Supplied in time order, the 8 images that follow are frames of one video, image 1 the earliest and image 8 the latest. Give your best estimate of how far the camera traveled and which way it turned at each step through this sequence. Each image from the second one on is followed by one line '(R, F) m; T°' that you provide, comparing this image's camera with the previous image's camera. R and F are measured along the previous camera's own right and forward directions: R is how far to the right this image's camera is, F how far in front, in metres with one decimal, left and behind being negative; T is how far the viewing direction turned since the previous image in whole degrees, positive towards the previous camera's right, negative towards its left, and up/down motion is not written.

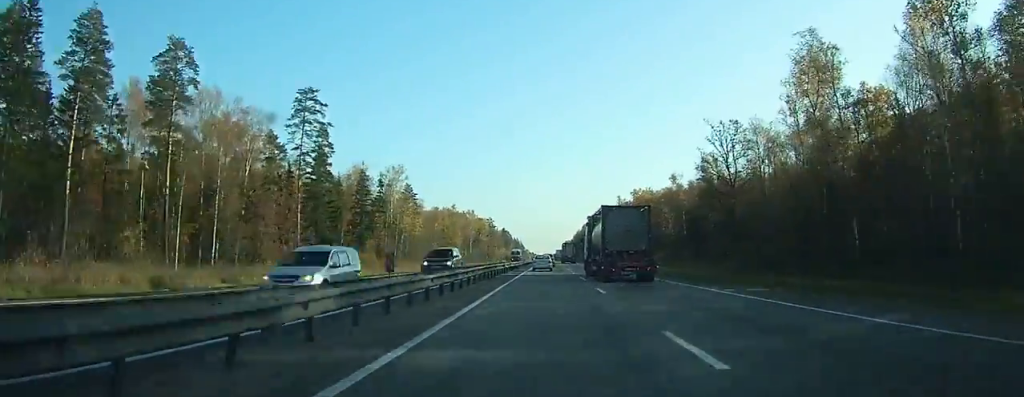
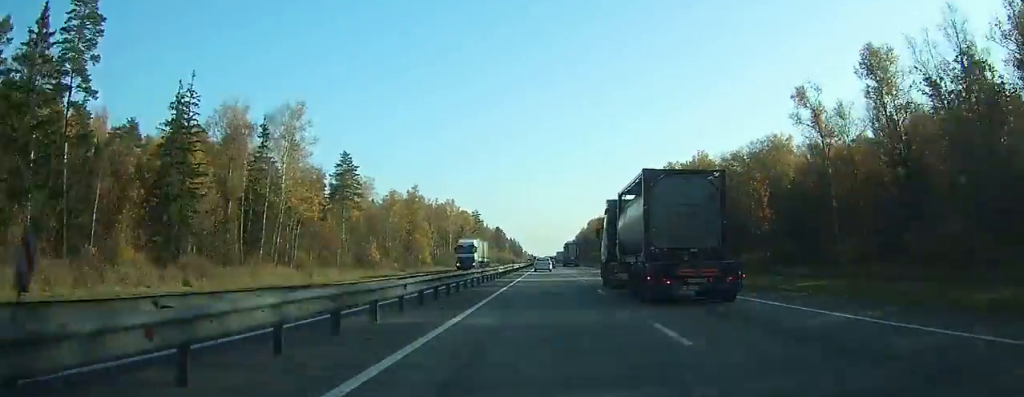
(-0.2, +64.8) m; 0°
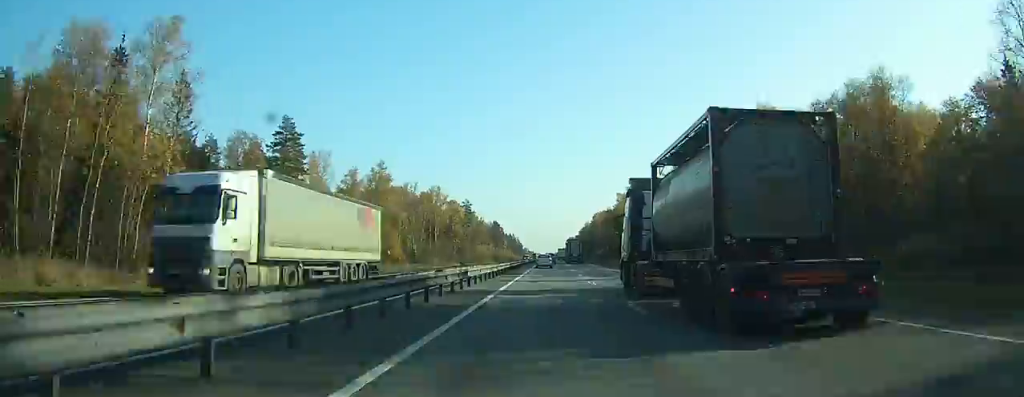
(-0.1, +33.8) m; 0°
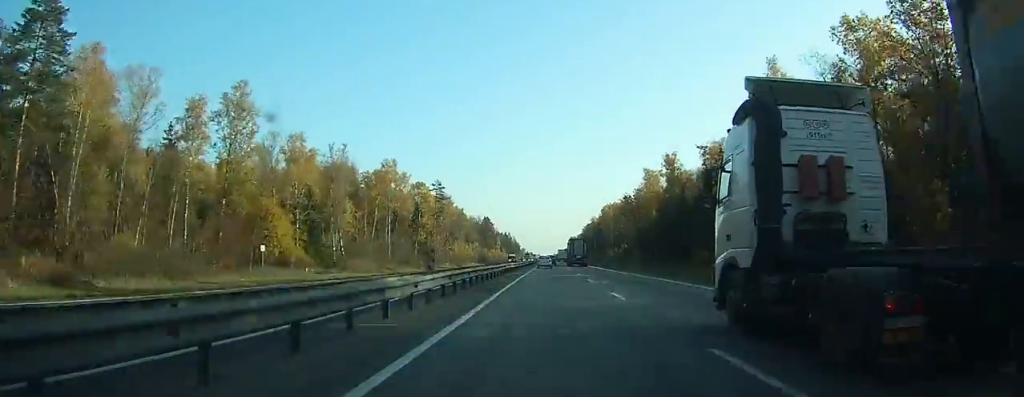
(-0.2, +60.9) m; 0°
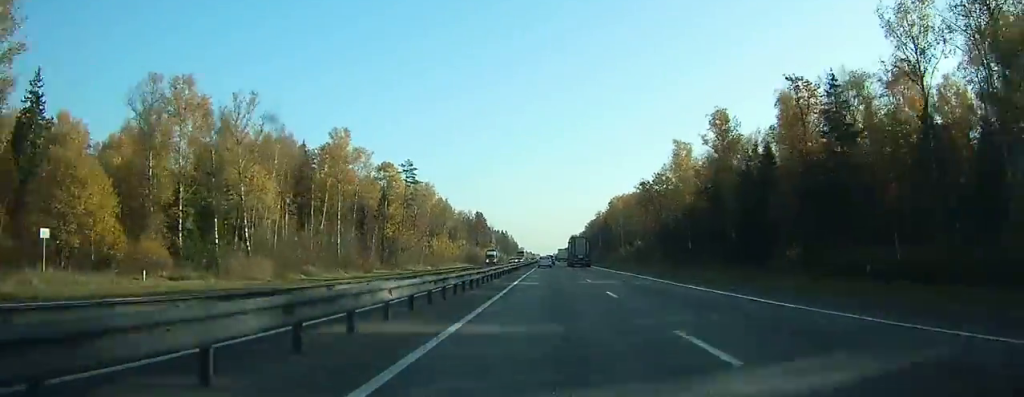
(0.0, +36.3) m; 0°
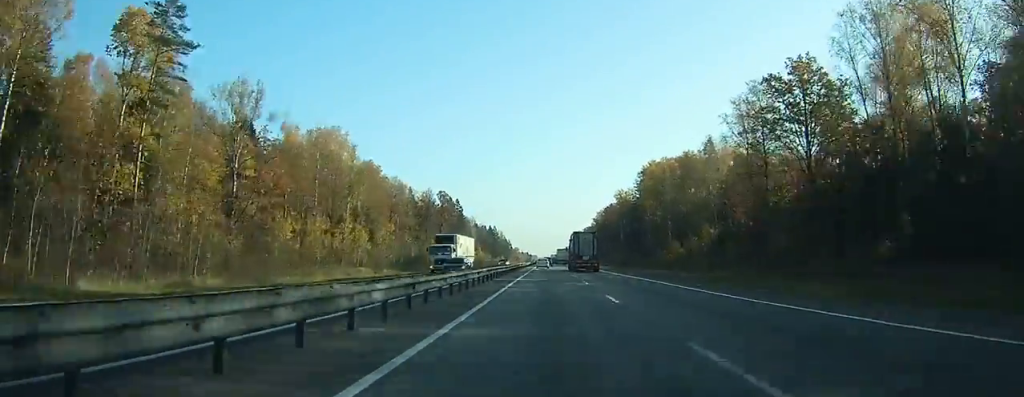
(+0.4, +84.5) m; 0°
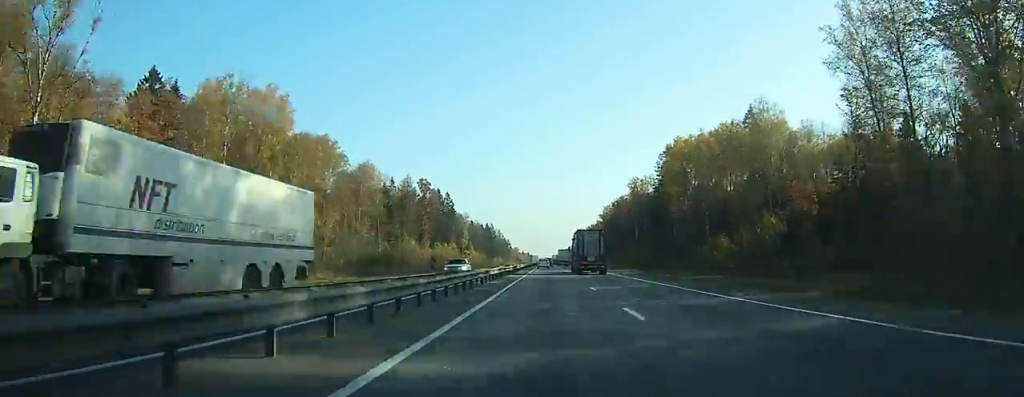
(0.0, +26.4) m; 0°
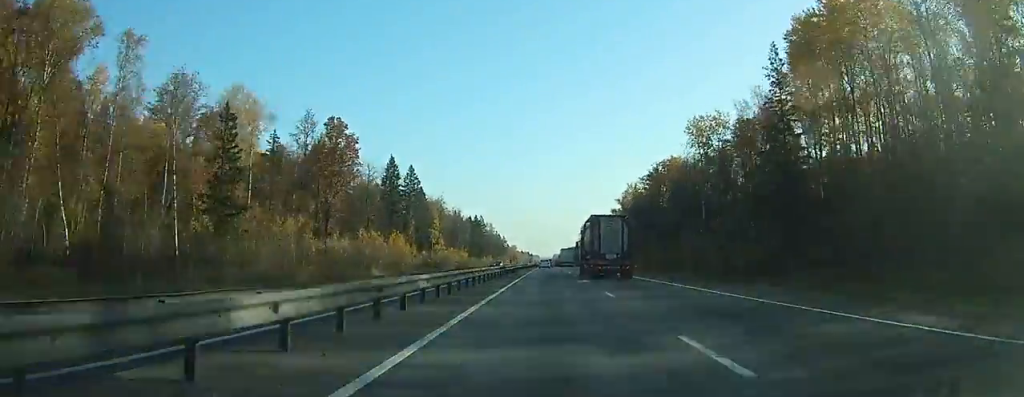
(0.0, +59.5) m; 0°
